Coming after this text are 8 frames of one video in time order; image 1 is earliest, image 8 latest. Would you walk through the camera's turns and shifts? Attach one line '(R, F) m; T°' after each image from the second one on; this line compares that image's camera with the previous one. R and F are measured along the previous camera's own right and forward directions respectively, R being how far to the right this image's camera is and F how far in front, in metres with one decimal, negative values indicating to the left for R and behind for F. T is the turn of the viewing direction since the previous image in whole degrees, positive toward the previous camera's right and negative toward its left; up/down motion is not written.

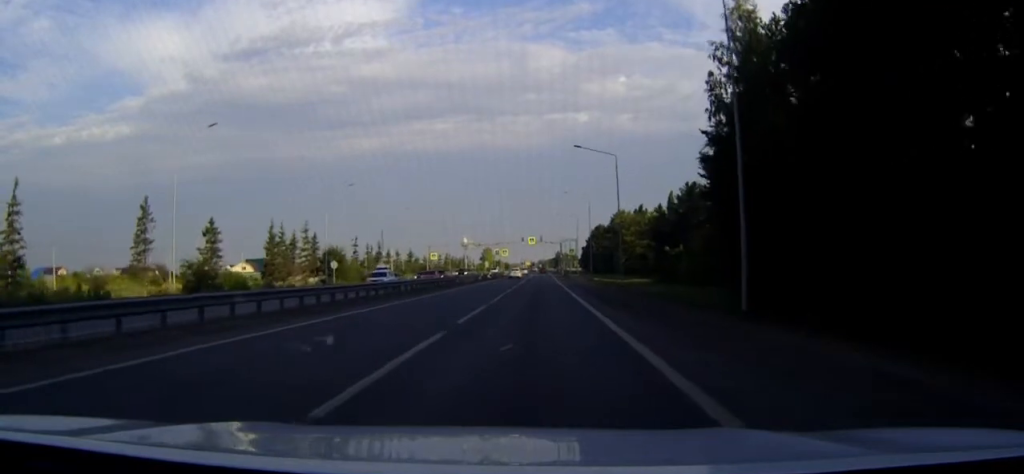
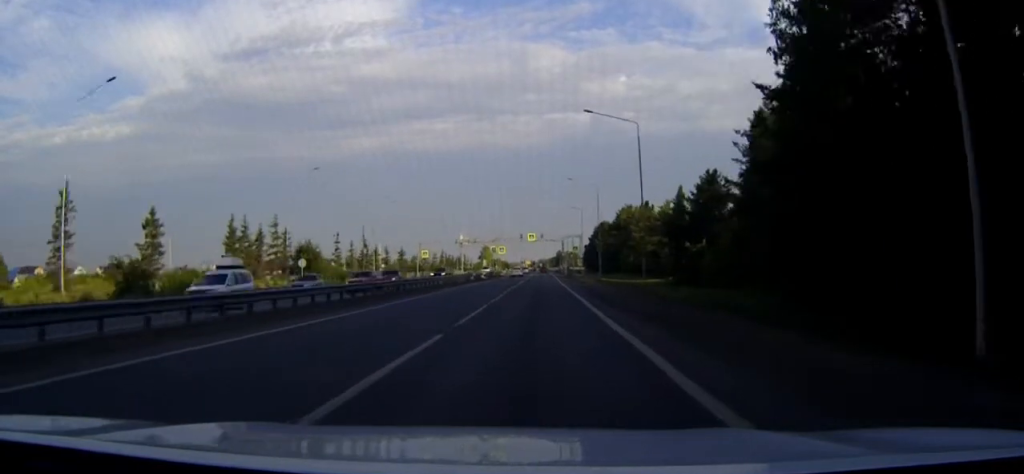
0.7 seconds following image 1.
(0.0, +12.8) m; 0°
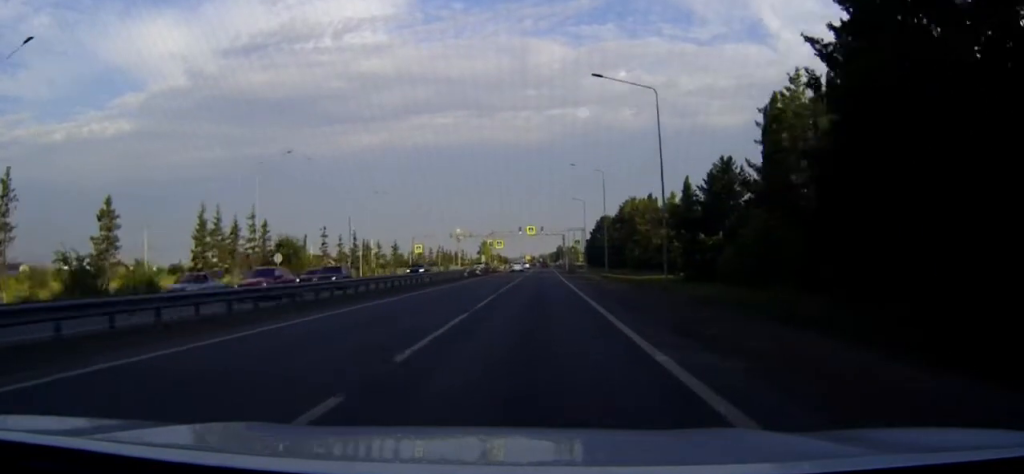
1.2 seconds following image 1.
(0.0, +7.5) m; 0°
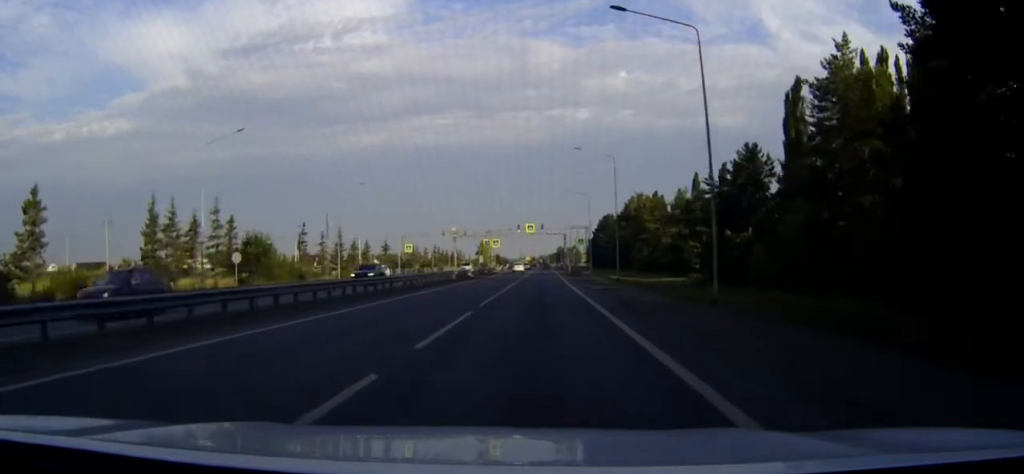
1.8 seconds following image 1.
(0.0, +10.5) m; 0°
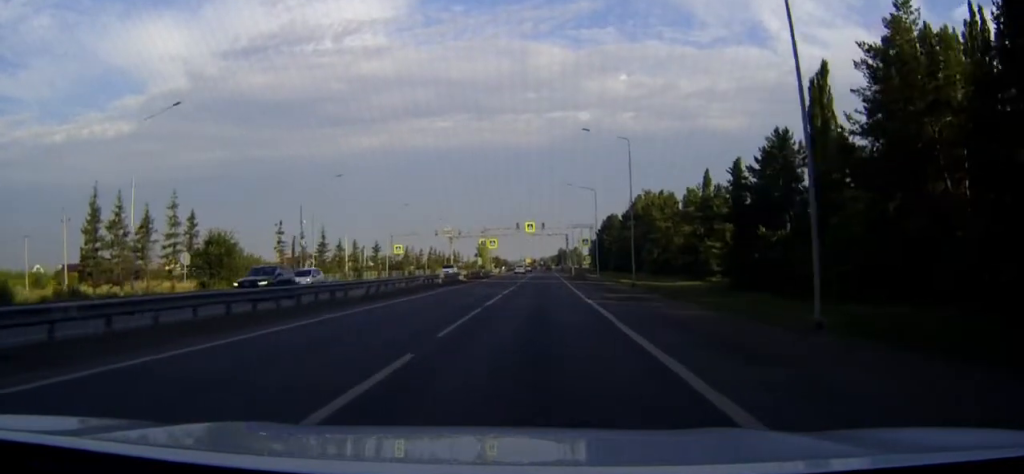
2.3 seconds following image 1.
(0.0, +9.9) m; 0°
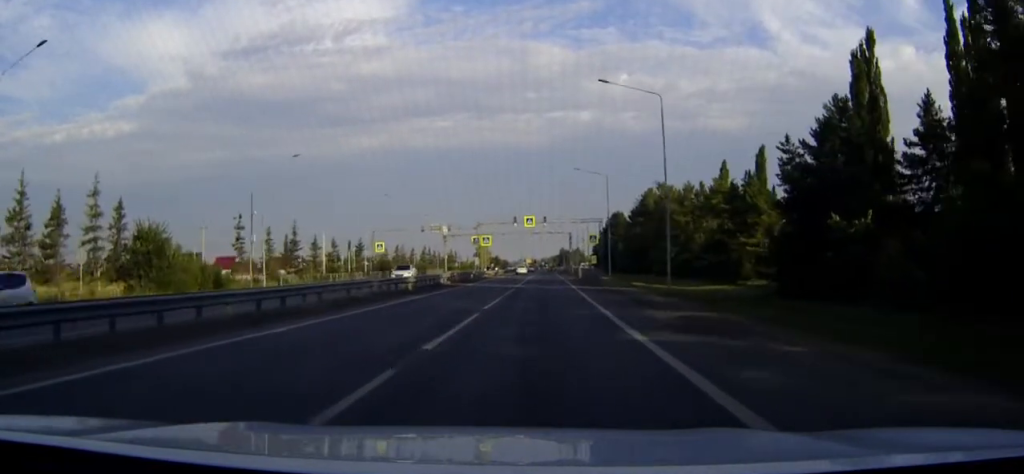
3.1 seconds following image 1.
(0.0, +13.9) m; 0°
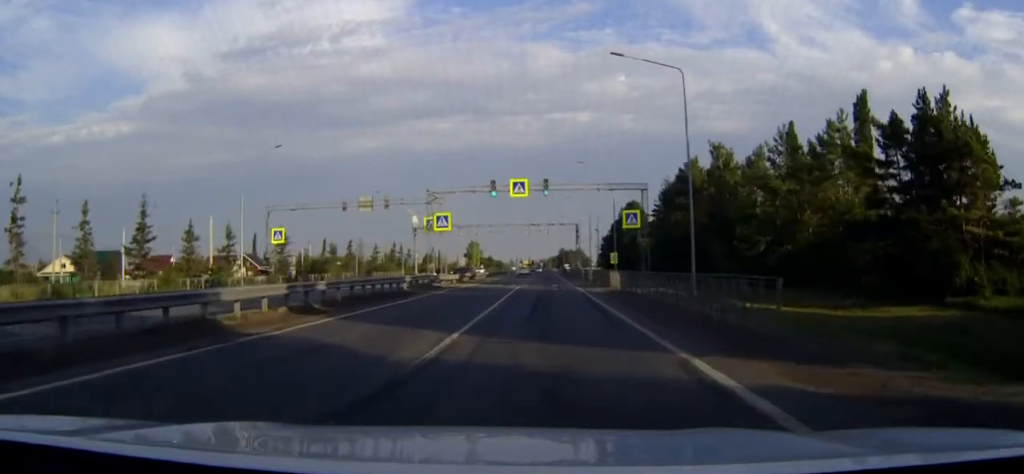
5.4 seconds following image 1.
(0.0, +40.1) m; 0°
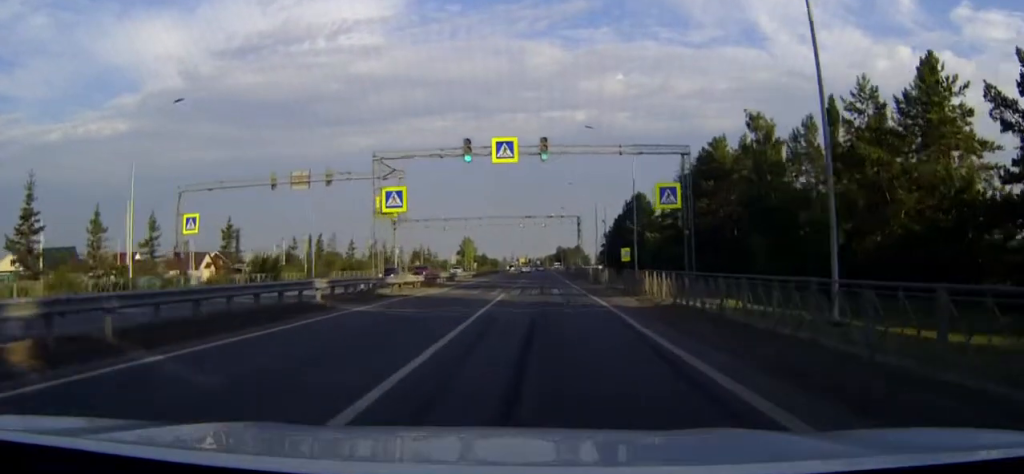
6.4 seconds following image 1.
(0.0, +16.4) m; 0°
